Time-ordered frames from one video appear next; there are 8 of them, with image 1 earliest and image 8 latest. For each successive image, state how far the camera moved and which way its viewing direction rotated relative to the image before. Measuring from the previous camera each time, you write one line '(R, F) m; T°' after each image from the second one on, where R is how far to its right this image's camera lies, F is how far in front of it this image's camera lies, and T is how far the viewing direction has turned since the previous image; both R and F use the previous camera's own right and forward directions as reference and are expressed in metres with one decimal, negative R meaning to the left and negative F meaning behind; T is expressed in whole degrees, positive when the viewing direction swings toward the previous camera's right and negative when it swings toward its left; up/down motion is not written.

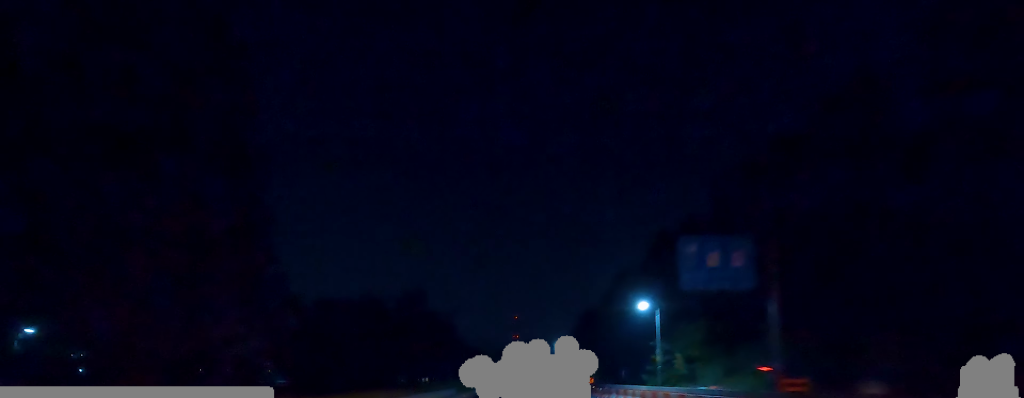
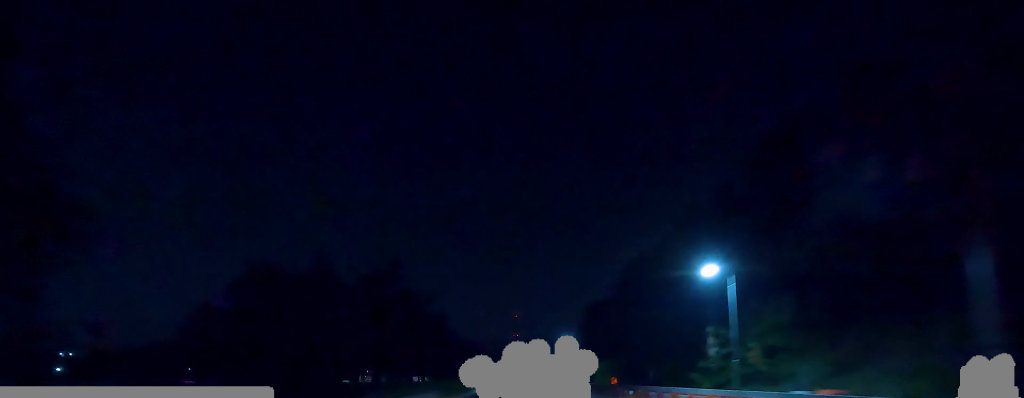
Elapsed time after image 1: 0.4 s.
(-0.4, +13.3) m; 0°
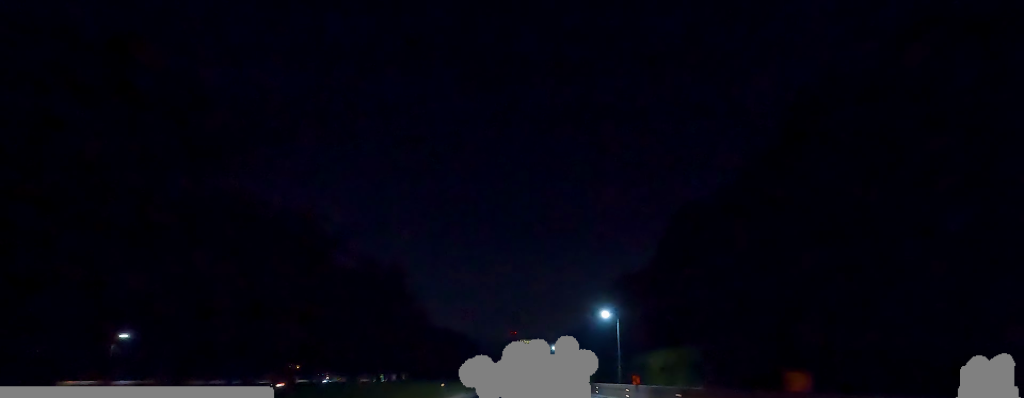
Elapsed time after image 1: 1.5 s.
(-0.5, +31.5) m; 0°
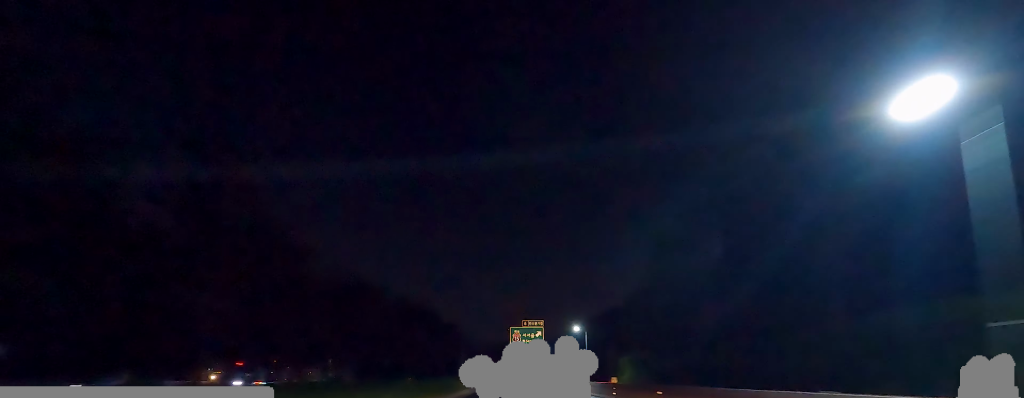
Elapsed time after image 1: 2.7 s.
(+0.8, +34.1) m; +1°
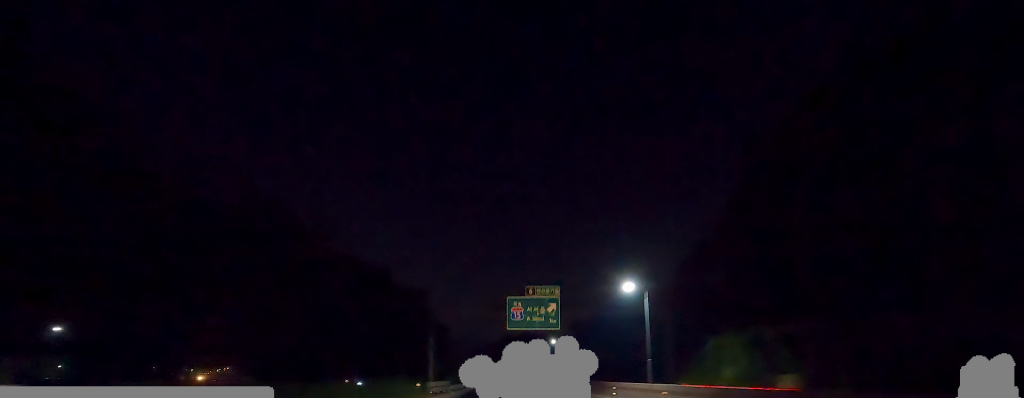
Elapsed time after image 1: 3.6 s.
(-0.2, +25.1) m; -2°
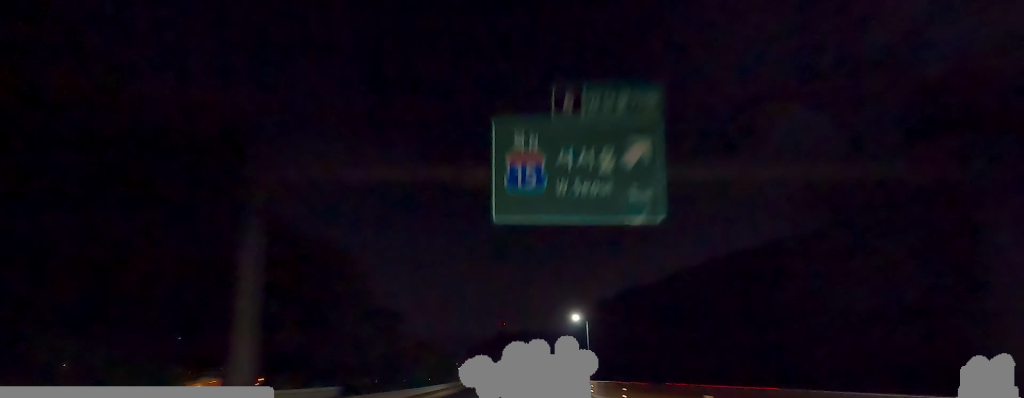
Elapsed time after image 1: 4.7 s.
(-0.9, +28.8) m; 0°
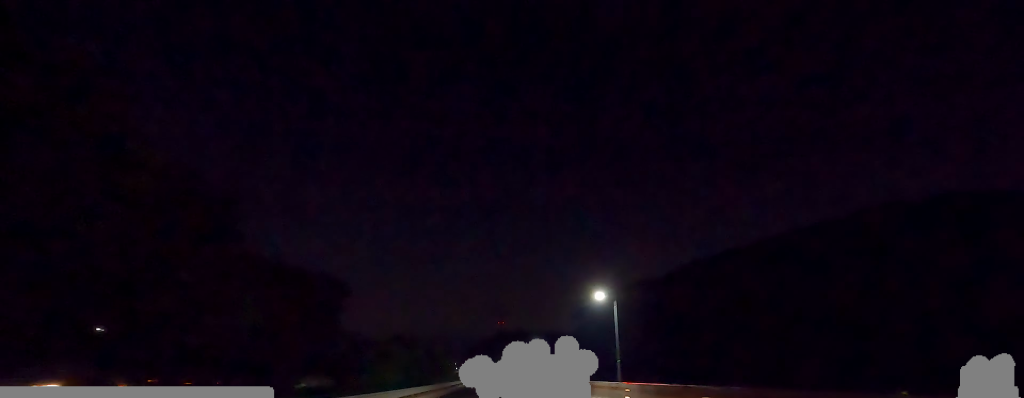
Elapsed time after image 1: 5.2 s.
(-0.3, +12.1) m; +1°
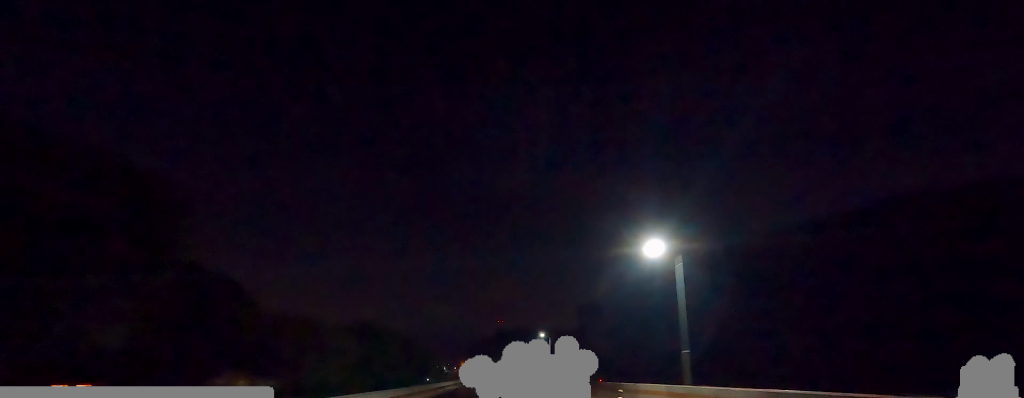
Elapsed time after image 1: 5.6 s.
(+0.7, +12.3) m; +2°
